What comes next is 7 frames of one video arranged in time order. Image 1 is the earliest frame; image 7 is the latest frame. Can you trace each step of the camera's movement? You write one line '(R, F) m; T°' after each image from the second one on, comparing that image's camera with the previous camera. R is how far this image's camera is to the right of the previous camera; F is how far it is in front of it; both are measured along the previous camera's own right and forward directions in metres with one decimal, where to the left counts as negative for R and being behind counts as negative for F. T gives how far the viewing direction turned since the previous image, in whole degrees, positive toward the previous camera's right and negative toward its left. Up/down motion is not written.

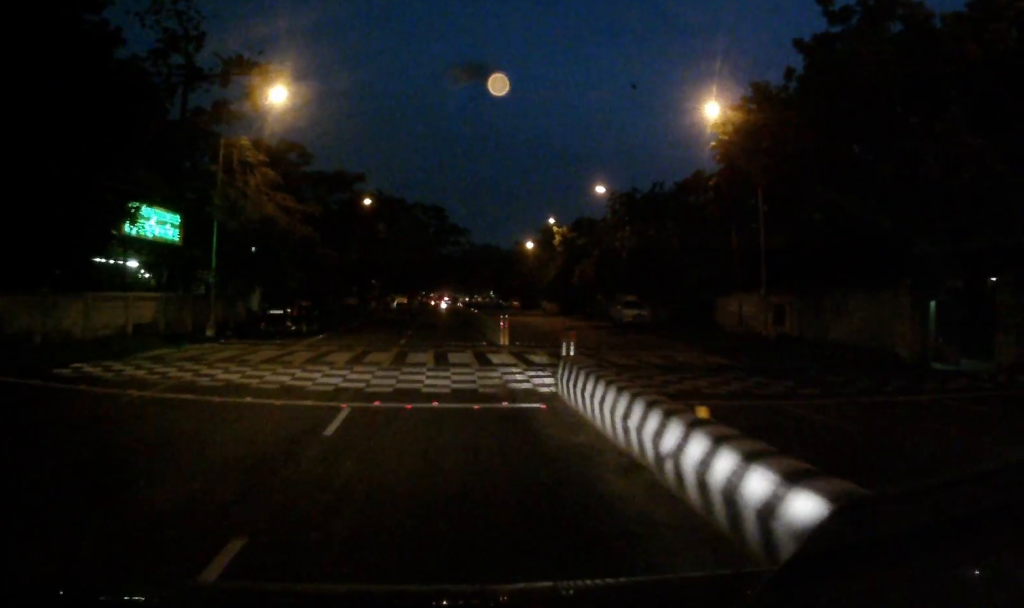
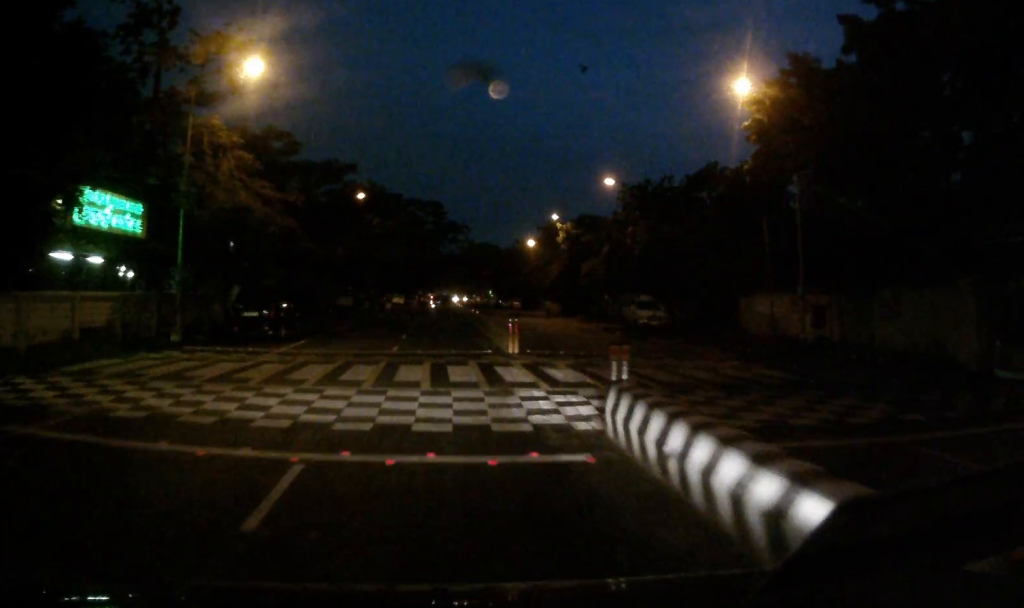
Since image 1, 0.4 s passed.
(-0.1, +3.7) m; 0°
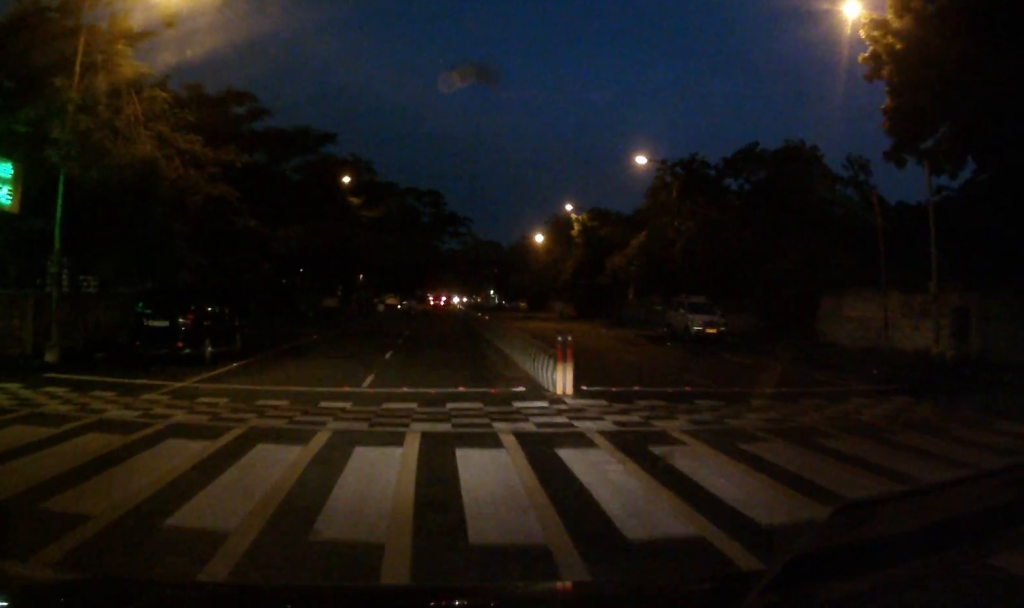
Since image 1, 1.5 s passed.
(0.0, +9.3) m; +1°
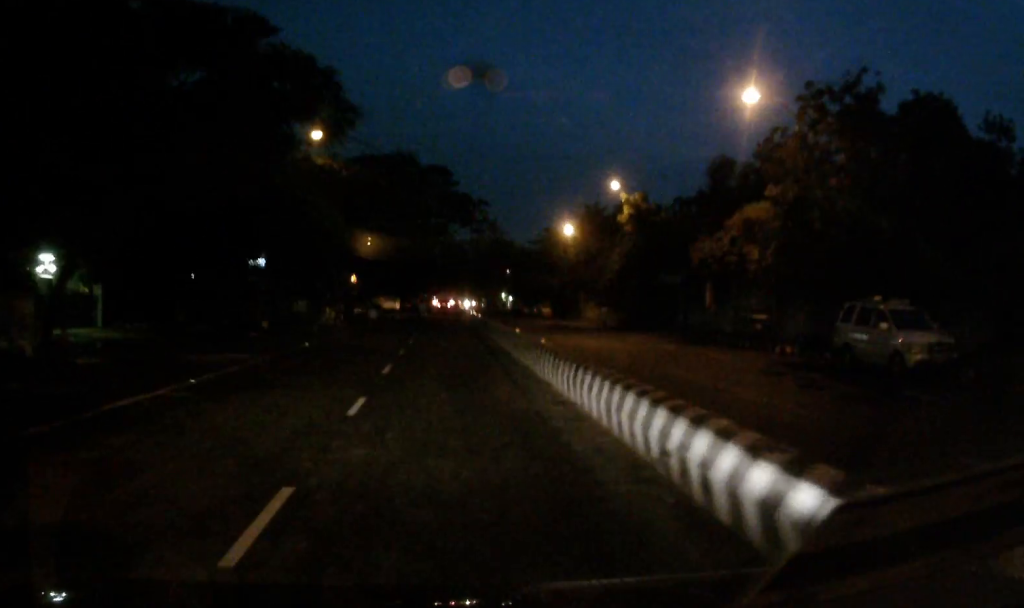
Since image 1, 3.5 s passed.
(+0.3, +16.5) m; 0°
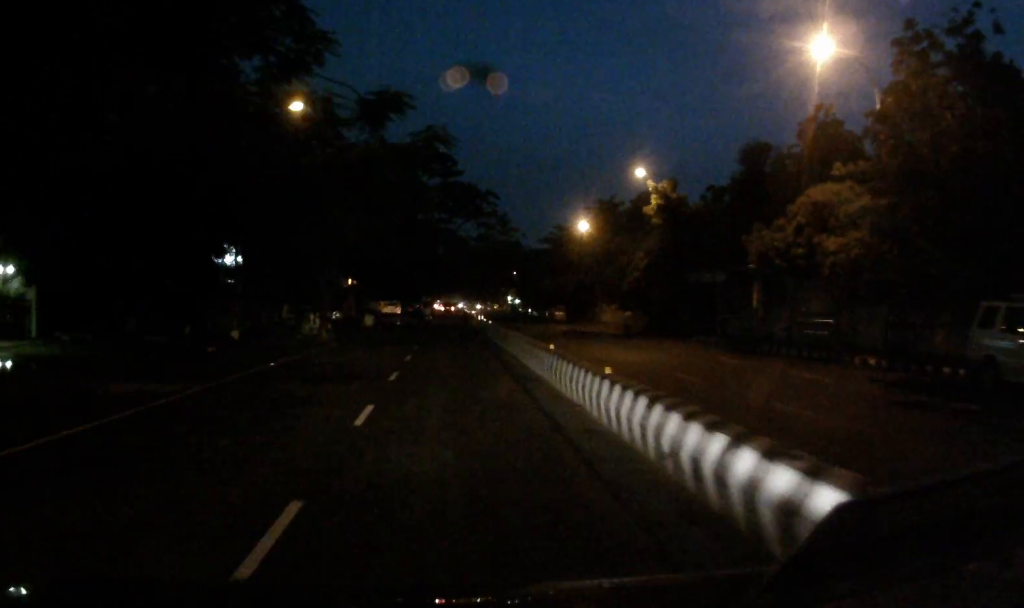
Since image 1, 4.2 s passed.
(0.0, +5.3) m; -1°
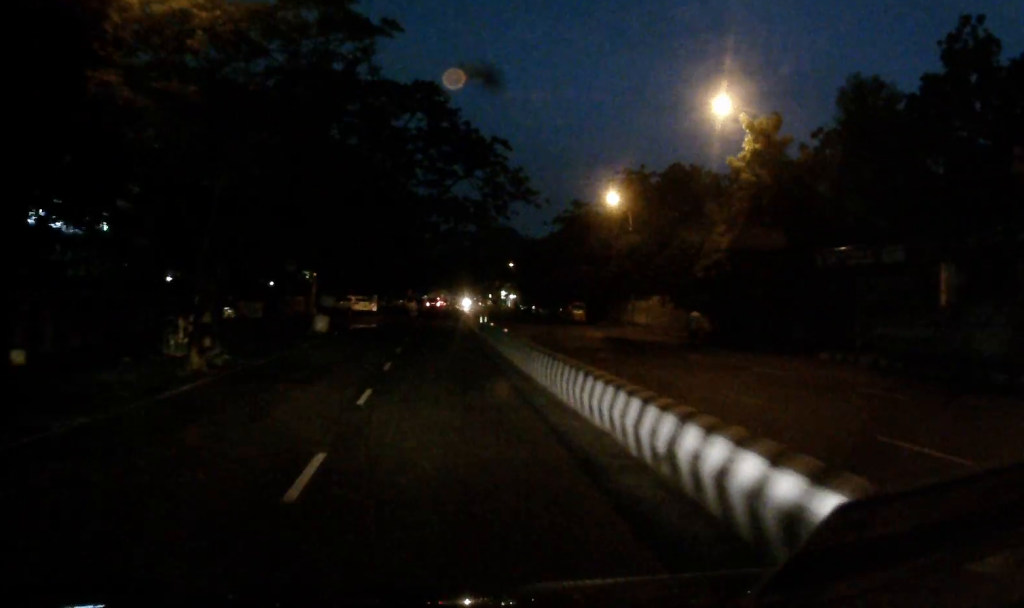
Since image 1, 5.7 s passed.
(-0.2, +13.8) m; -1°
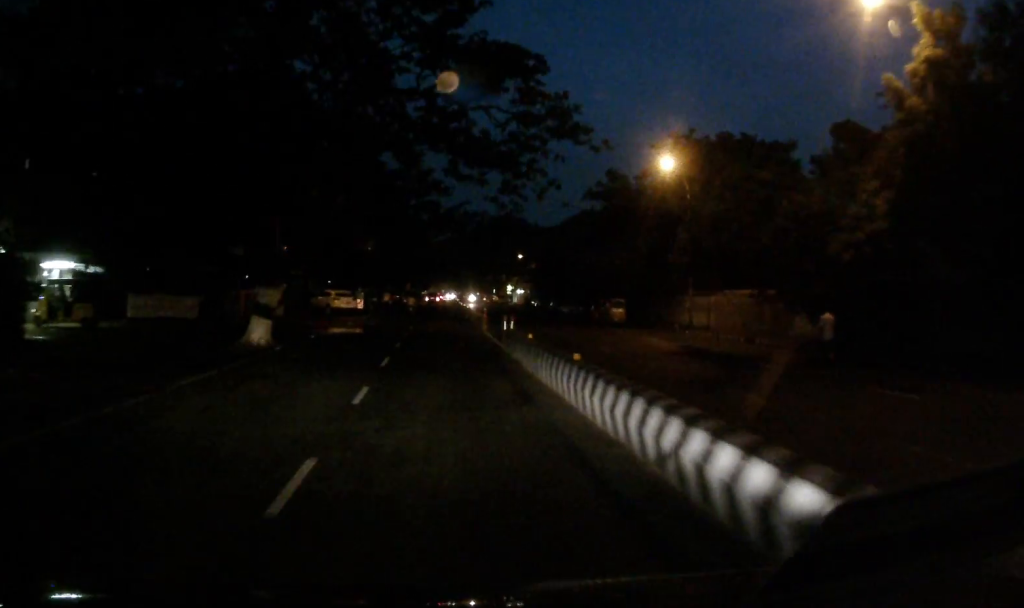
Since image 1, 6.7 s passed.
(-0.1, +11.2) m; 0°
